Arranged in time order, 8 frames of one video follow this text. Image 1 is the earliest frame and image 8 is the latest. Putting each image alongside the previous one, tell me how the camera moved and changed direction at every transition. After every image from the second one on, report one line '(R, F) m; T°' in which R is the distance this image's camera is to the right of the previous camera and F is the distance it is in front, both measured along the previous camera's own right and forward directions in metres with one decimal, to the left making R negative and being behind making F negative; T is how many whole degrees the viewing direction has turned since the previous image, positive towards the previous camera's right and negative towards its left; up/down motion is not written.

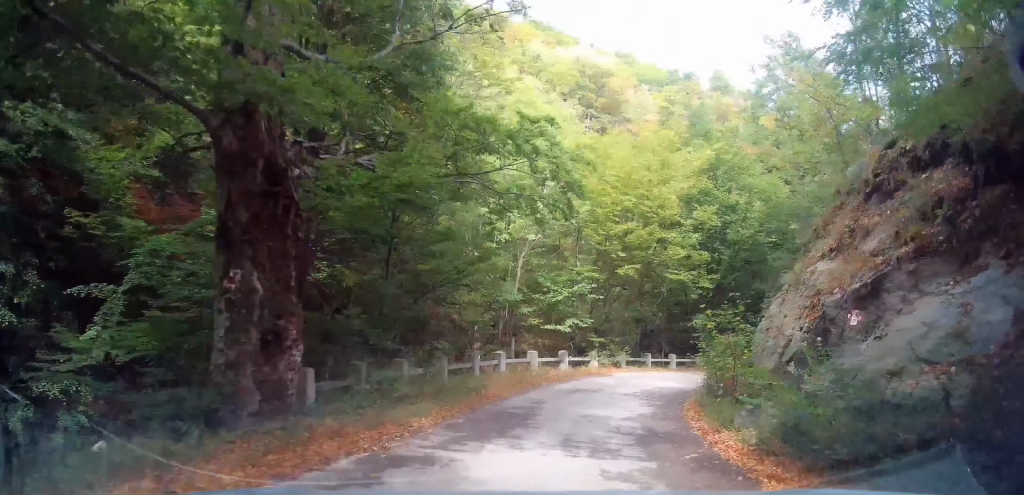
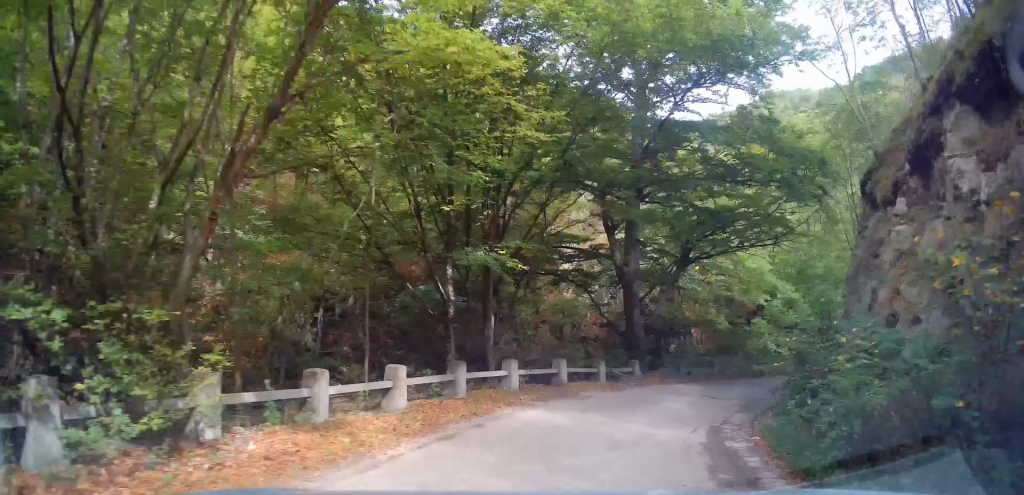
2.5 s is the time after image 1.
(+6.3, +16.4) m; +45°
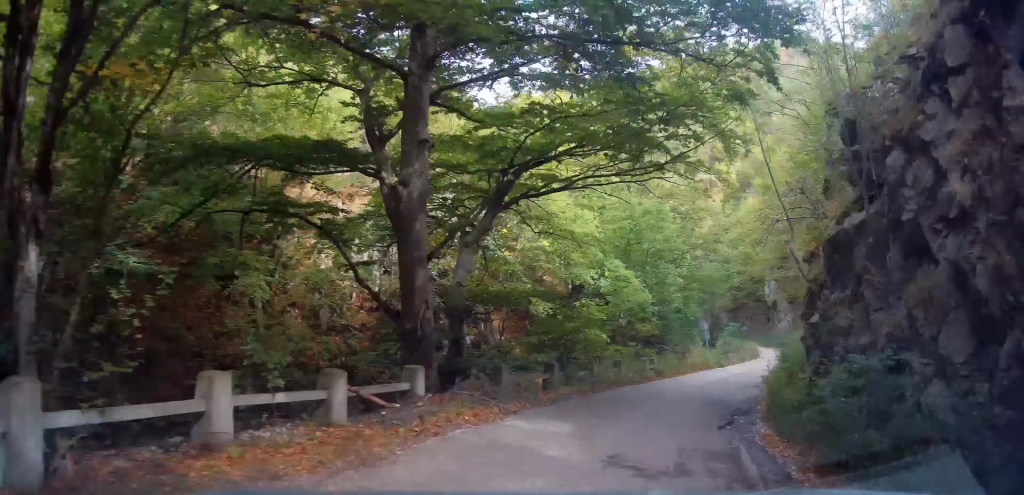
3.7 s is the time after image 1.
(+1.6, +9.5) m; +15°
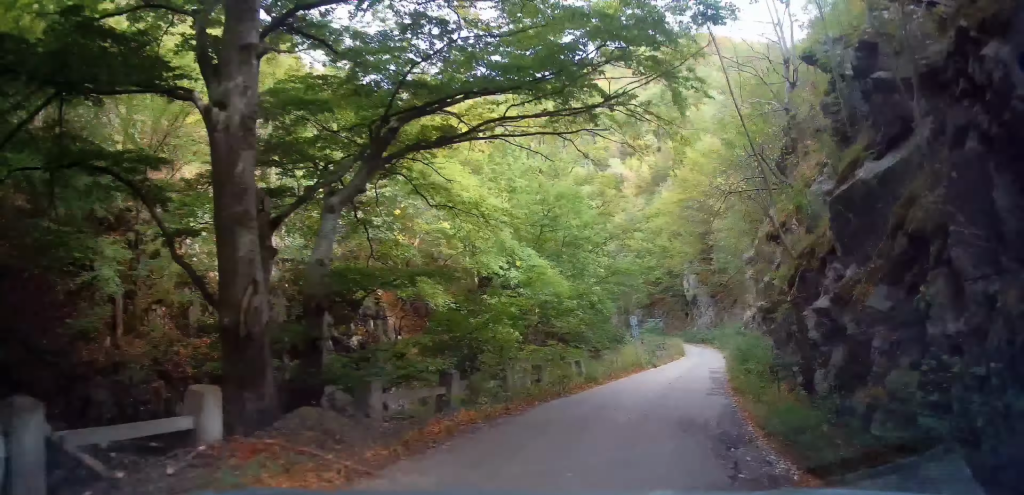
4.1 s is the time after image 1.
(+0.1, +4.0) m; +7°
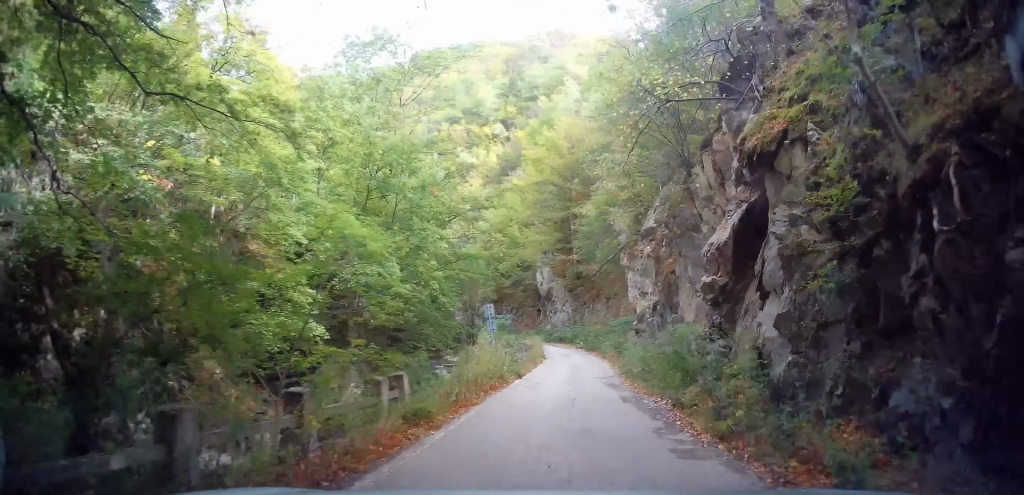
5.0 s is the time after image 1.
(+0.8, +7.2) m; +11°
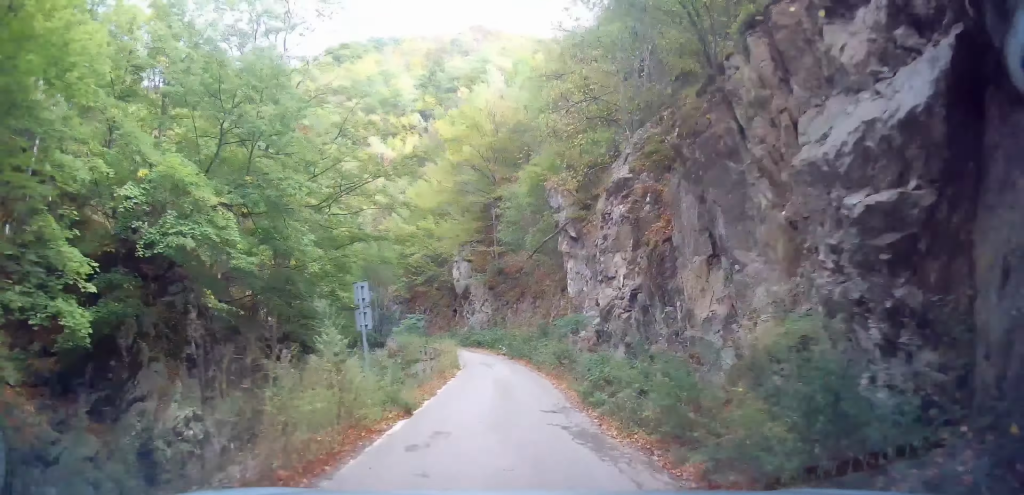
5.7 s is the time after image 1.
(+0.8, +7.0) m; +8°
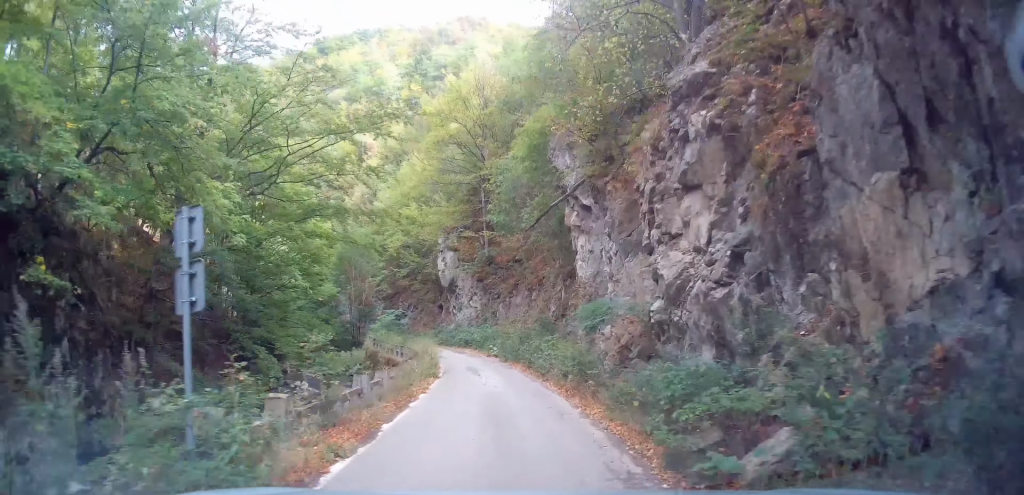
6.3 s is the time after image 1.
(0.0, +5.5) m; +2°
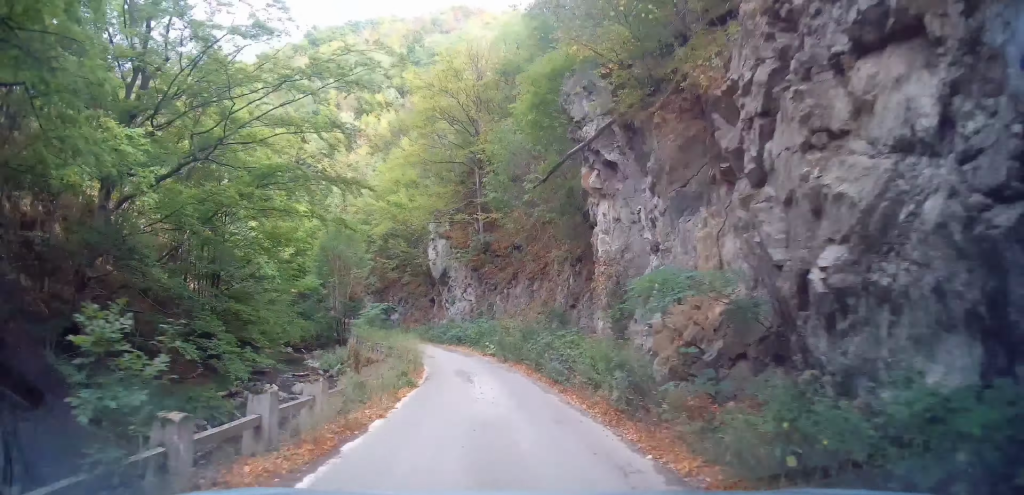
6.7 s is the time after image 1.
(0.0, +4.3) m; 0°
